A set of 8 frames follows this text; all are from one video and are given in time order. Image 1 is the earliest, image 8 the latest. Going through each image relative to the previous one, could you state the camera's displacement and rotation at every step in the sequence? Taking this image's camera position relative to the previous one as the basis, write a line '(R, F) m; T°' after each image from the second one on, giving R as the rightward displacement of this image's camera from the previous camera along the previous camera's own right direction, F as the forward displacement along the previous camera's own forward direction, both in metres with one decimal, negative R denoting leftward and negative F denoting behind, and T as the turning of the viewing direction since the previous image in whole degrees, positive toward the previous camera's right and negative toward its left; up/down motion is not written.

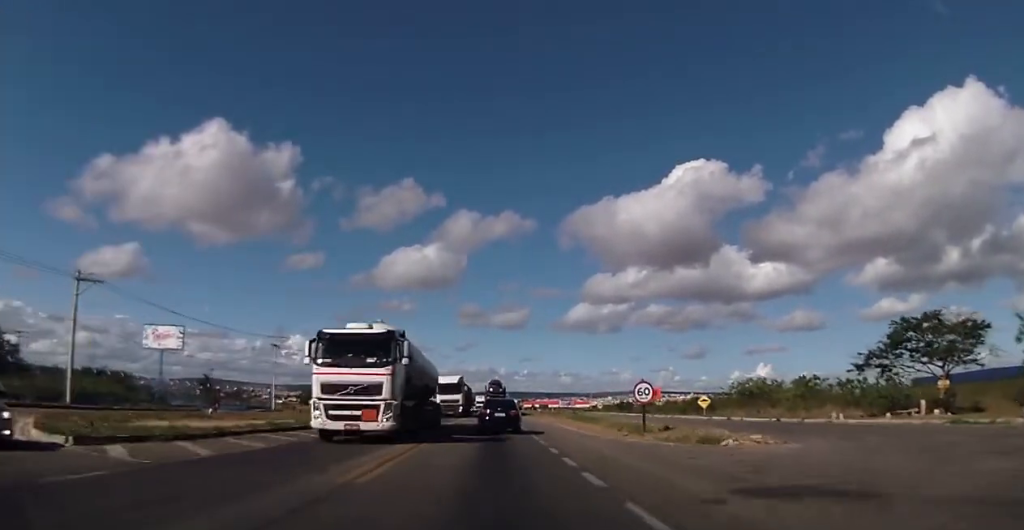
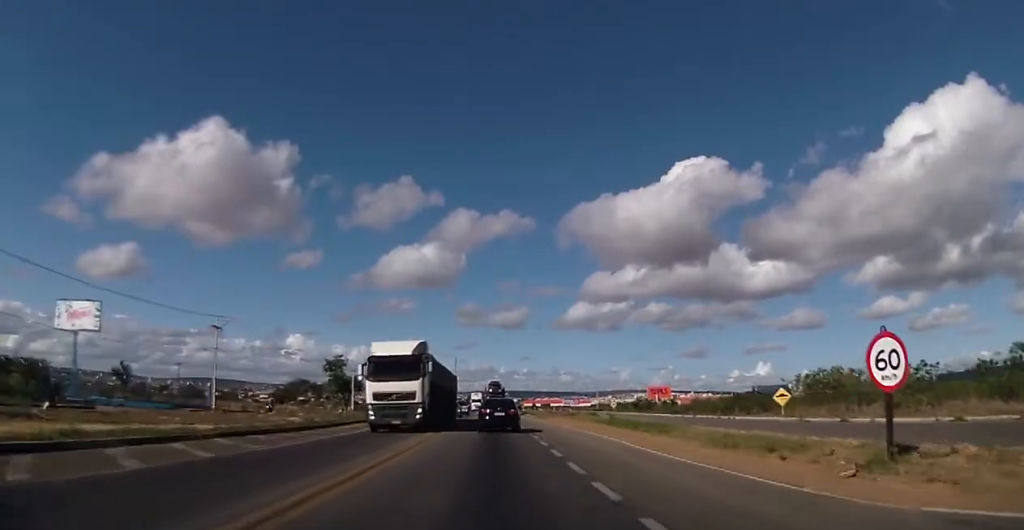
(+0.1, +19.6) m; 0°
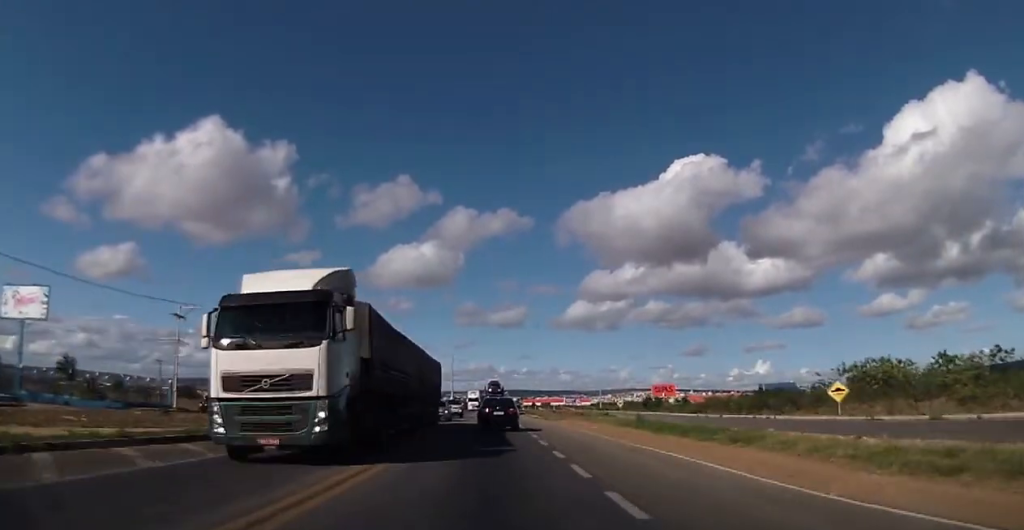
(-0.1, +8.9) m; -1°
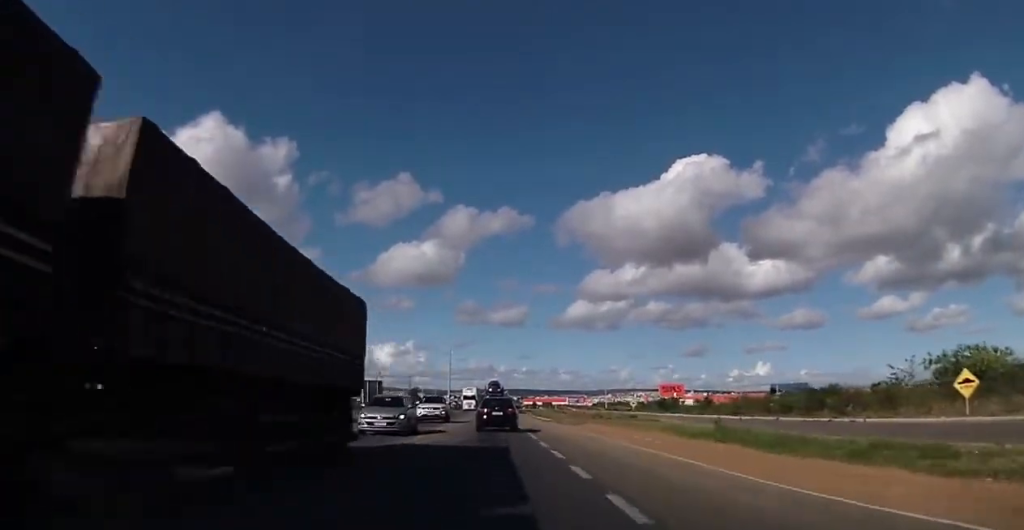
(-0.1, +13.0) m; +1°
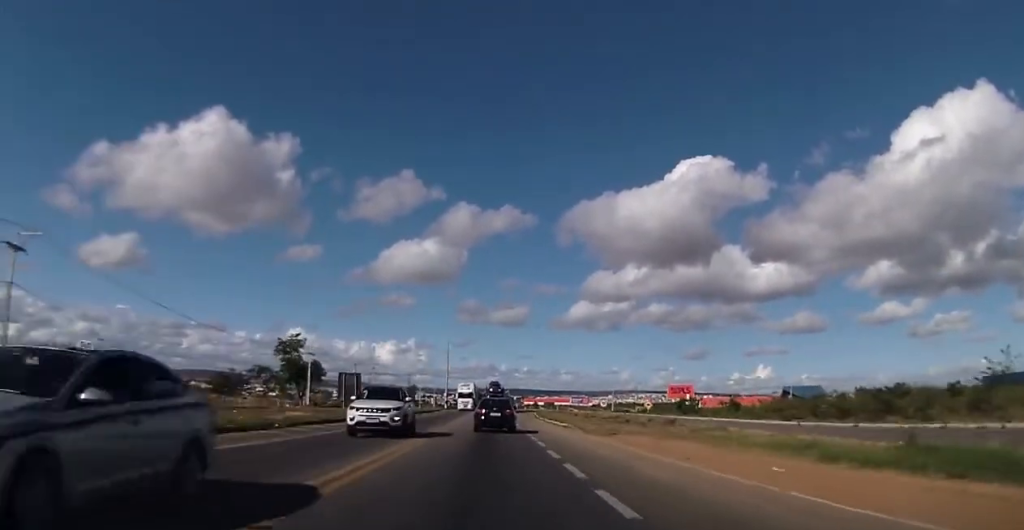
(+0.3, +12.1) m; +1°
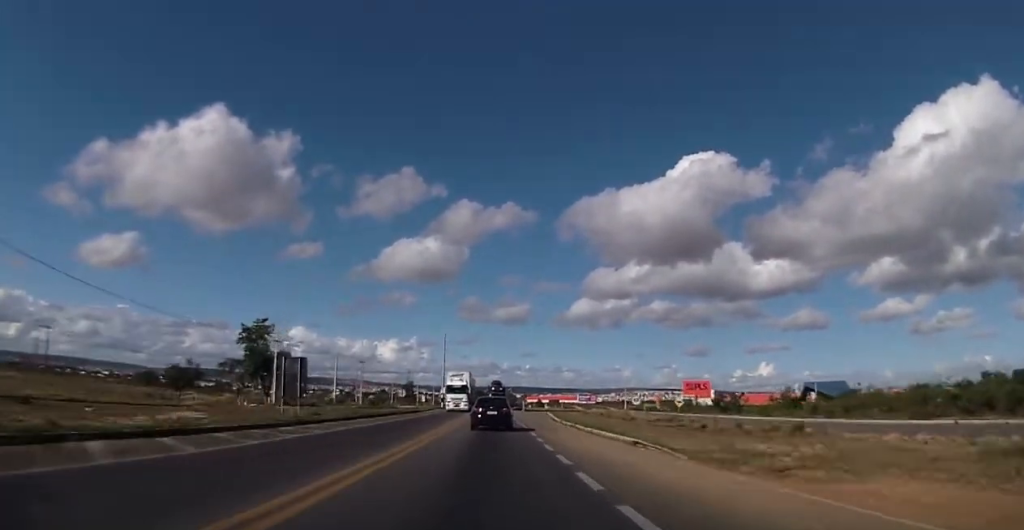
(-0.6, +18.6) m; -4°
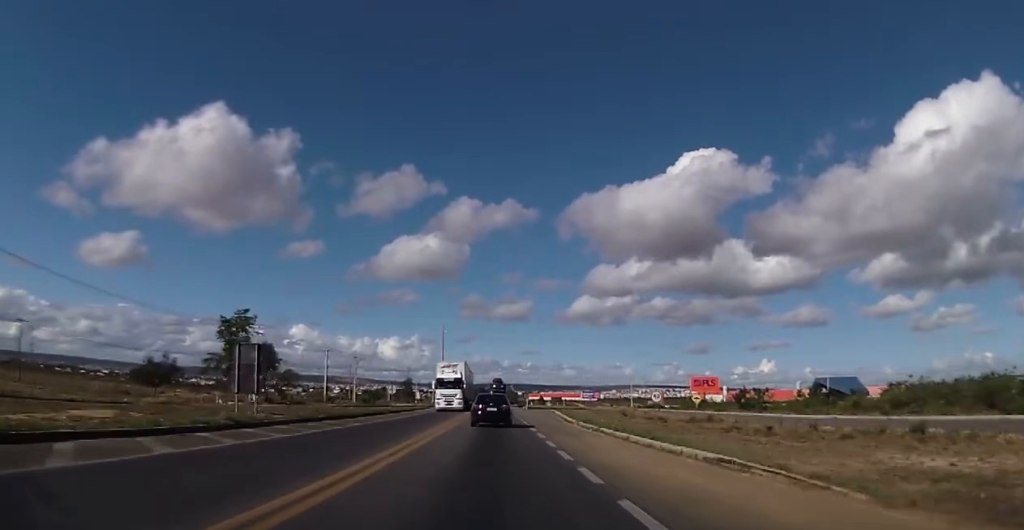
(0.0, +8.0) m; +1°
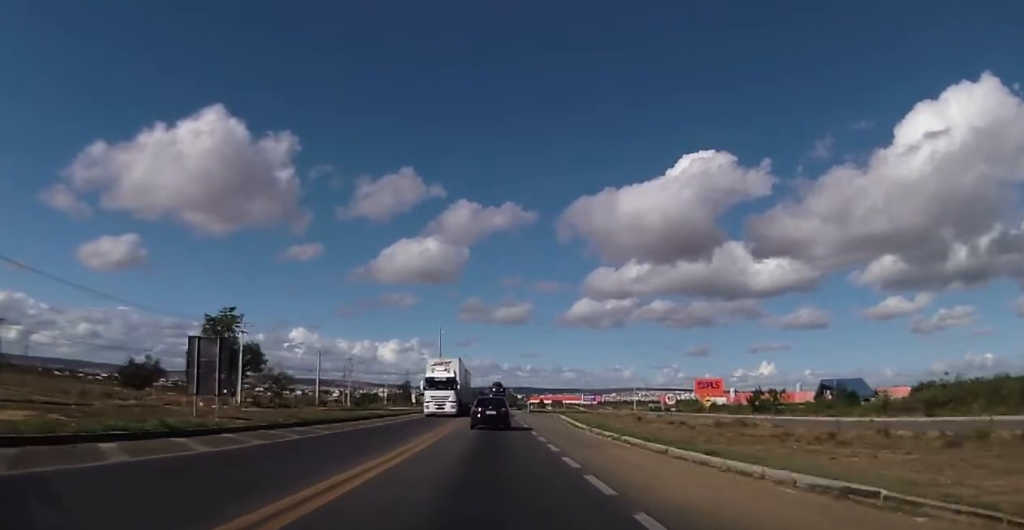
(-0.1, +4.9) m; +1°
